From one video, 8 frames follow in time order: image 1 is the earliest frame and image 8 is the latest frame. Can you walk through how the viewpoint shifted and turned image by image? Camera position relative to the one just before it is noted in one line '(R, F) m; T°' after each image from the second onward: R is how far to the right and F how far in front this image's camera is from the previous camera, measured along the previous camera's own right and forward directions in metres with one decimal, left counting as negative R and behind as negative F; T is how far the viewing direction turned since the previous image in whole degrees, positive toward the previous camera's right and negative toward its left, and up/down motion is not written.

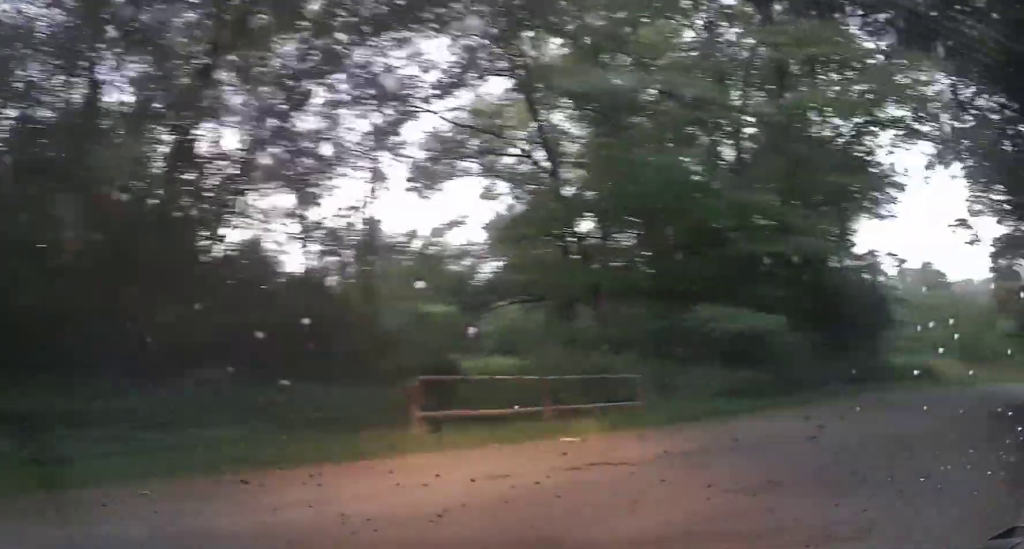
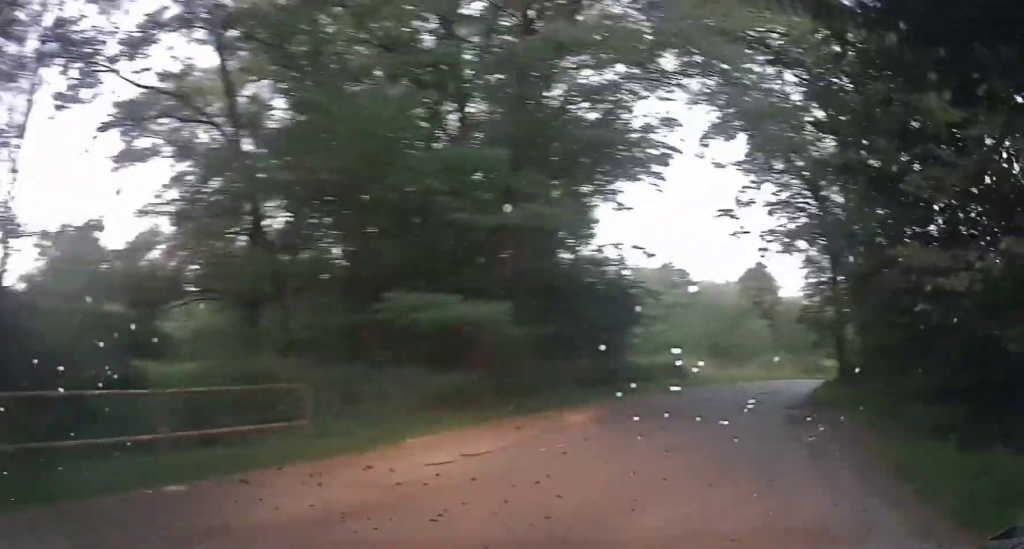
(+2.1, +3.4) m; +38°
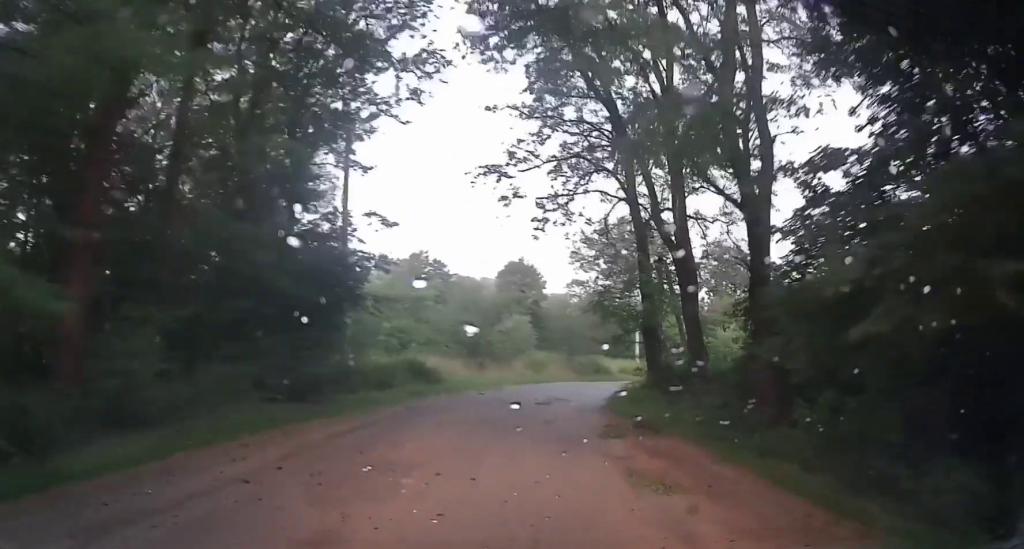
(+2.3, +6.5) m; +33°
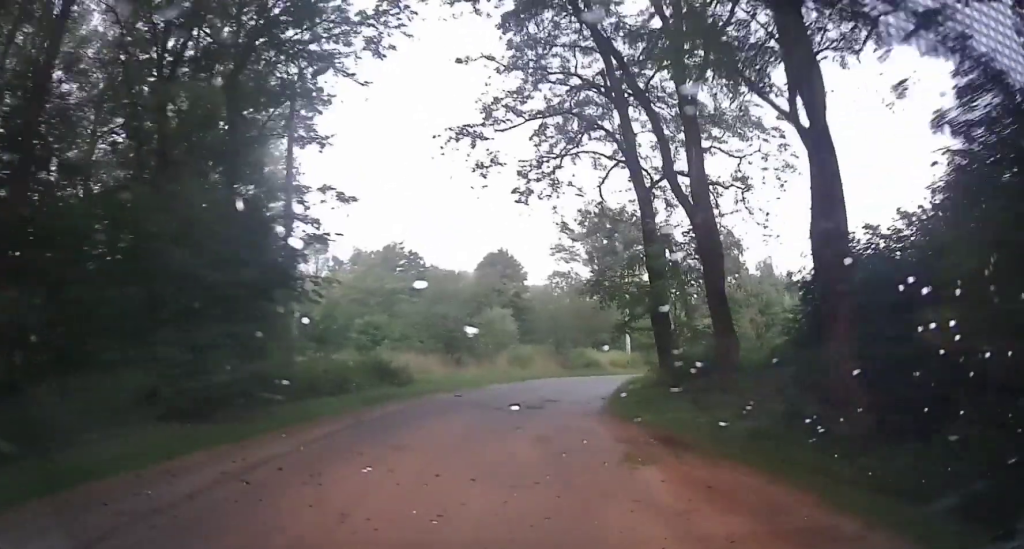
(+0.6, +3.5) m; +6°
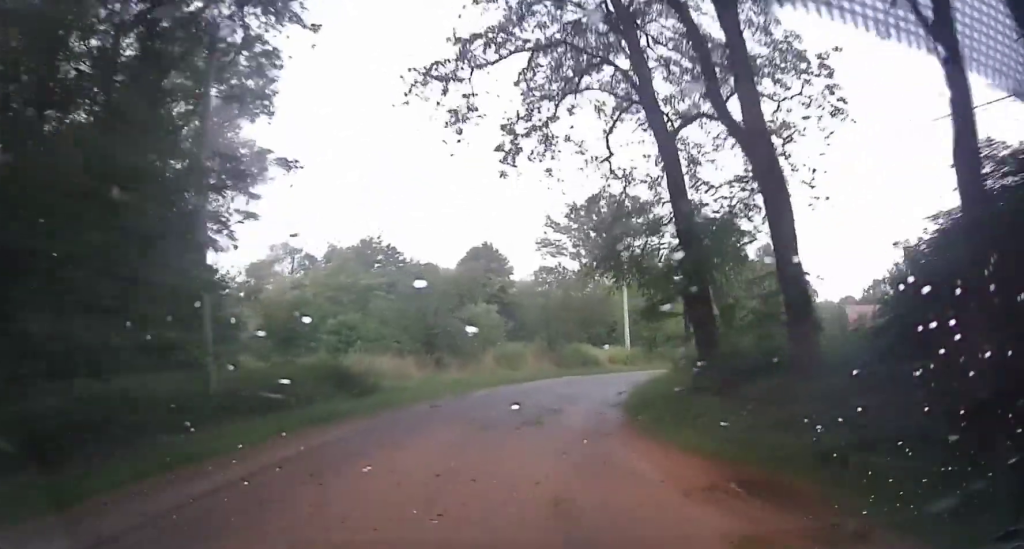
(+0.2, +4.5) m; +4°
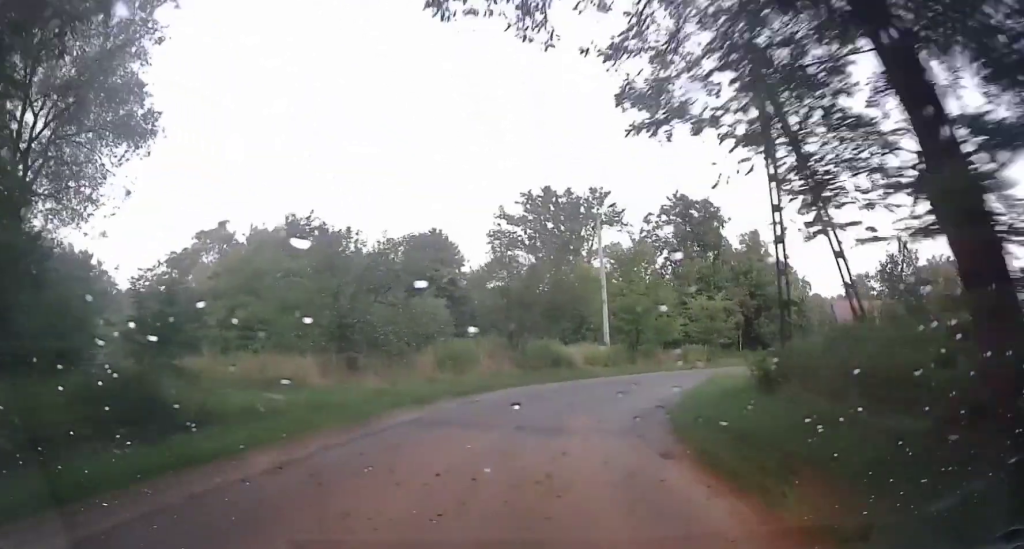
(+0.3, +8.6) m; +5°
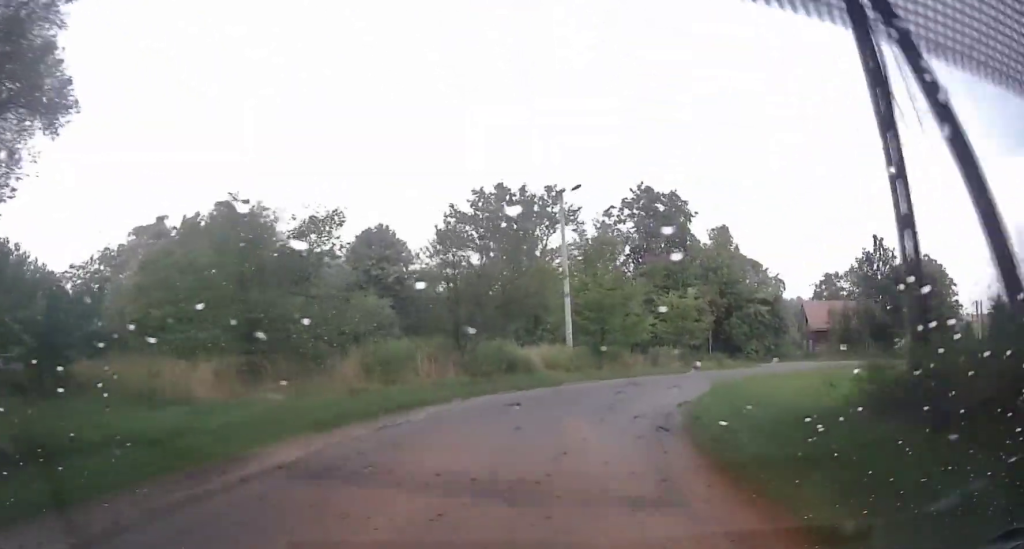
(+0.1, +4.5) m; +3°
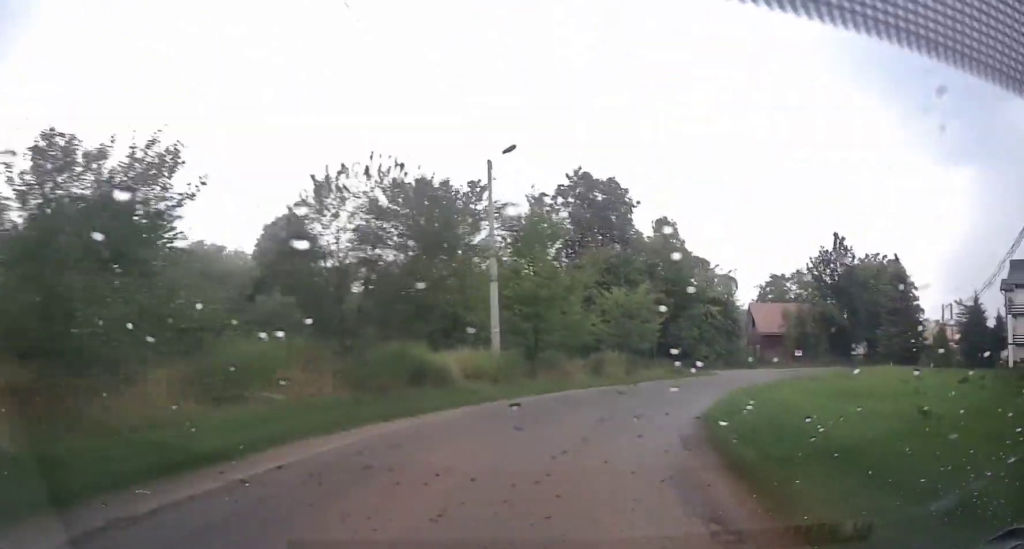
(+0.3, +6.2) m; +8°
